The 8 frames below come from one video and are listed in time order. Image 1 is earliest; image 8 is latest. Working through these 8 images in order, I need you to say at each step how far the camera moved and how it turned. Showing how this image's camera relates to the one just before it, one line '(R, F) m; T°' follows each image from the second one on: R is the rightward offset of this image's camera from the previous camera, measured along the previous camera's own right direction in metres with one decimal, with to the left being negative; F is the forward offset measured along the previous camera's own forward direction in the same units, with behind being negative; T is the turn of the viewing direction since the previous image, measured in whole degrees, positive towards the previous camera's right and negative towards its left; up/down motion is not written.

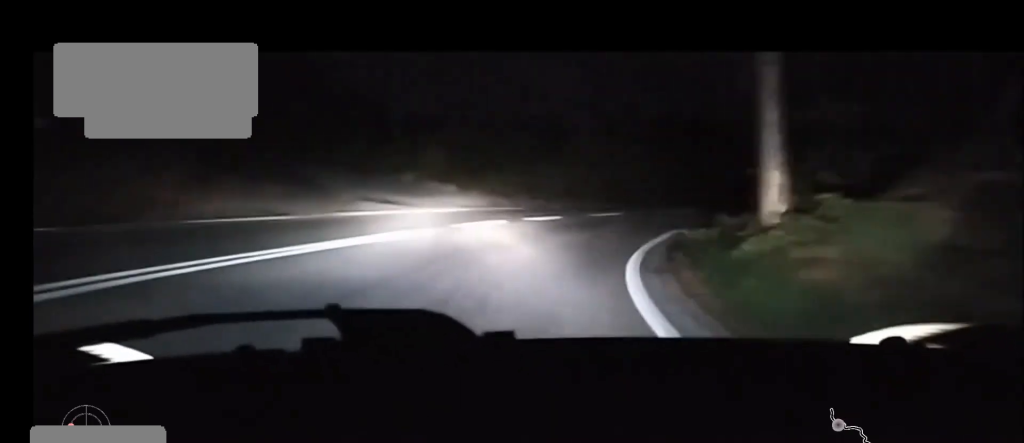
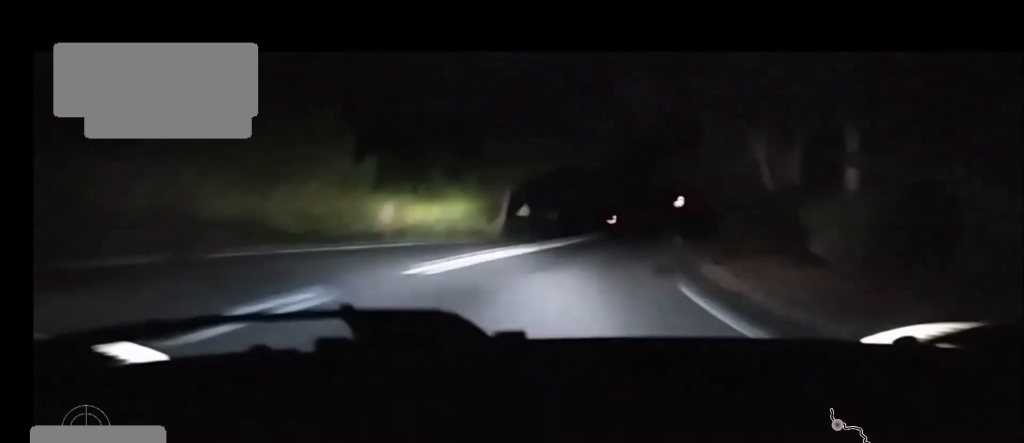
(+5.0, +19.6) m; +23°
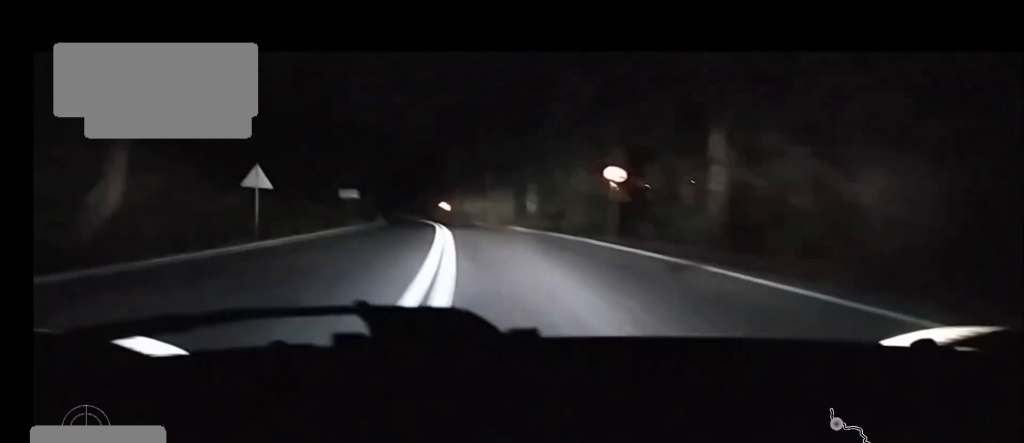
(+4.5, +29.2) m; +9°
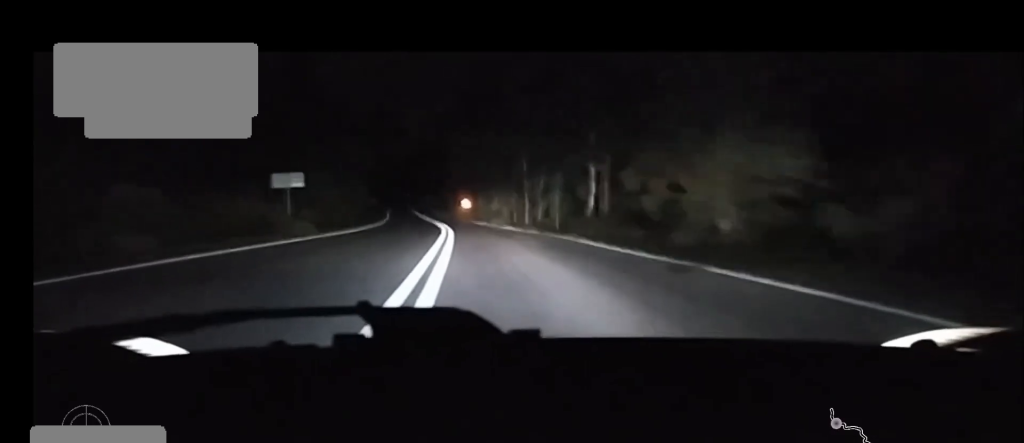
(+0.4, +16.9) m; -1°
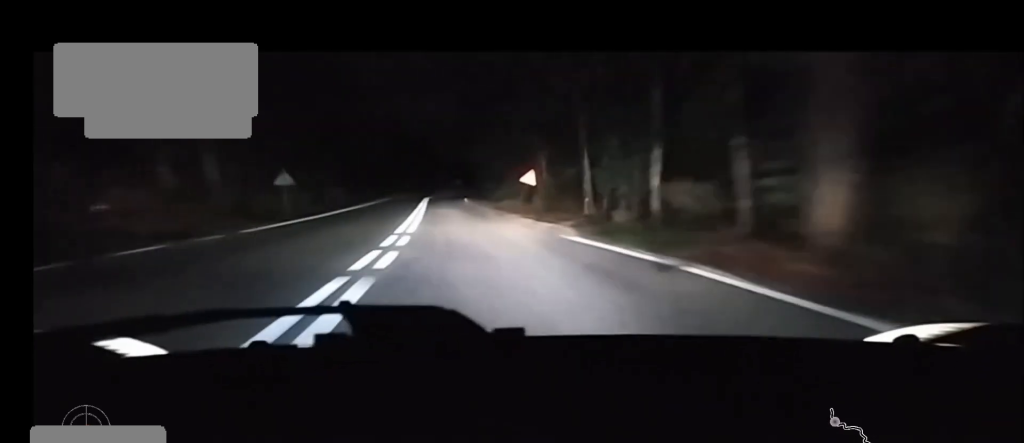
(-2.6, +50.4) m; -4°
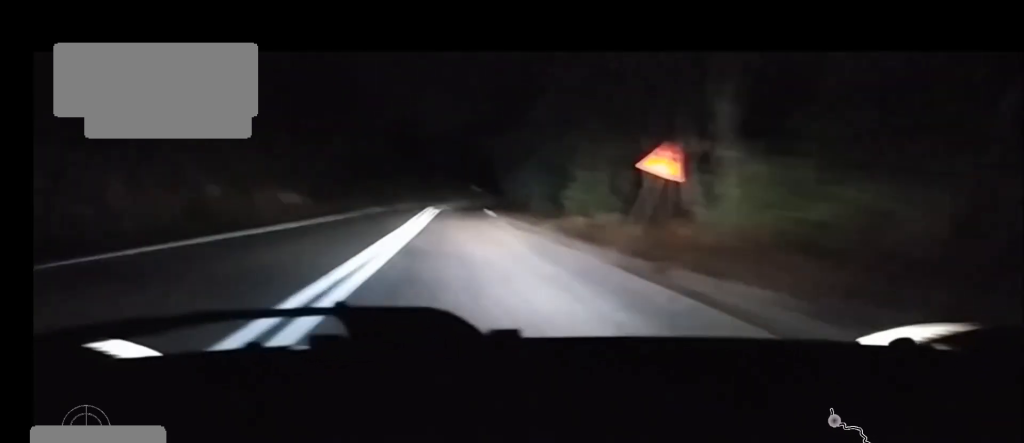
(-0.2, +20.0) m; -1°
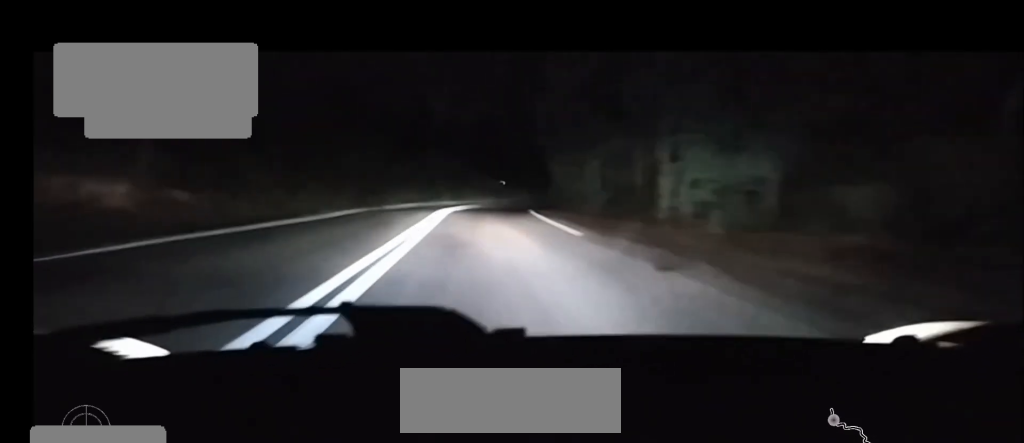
(-0.3, +21.8) m; +1°
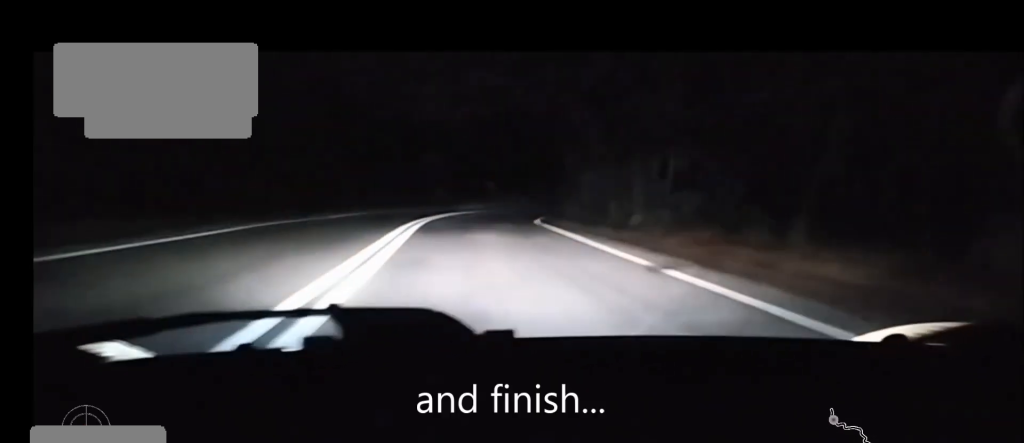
(-0.3, +11.4) m; +2°
